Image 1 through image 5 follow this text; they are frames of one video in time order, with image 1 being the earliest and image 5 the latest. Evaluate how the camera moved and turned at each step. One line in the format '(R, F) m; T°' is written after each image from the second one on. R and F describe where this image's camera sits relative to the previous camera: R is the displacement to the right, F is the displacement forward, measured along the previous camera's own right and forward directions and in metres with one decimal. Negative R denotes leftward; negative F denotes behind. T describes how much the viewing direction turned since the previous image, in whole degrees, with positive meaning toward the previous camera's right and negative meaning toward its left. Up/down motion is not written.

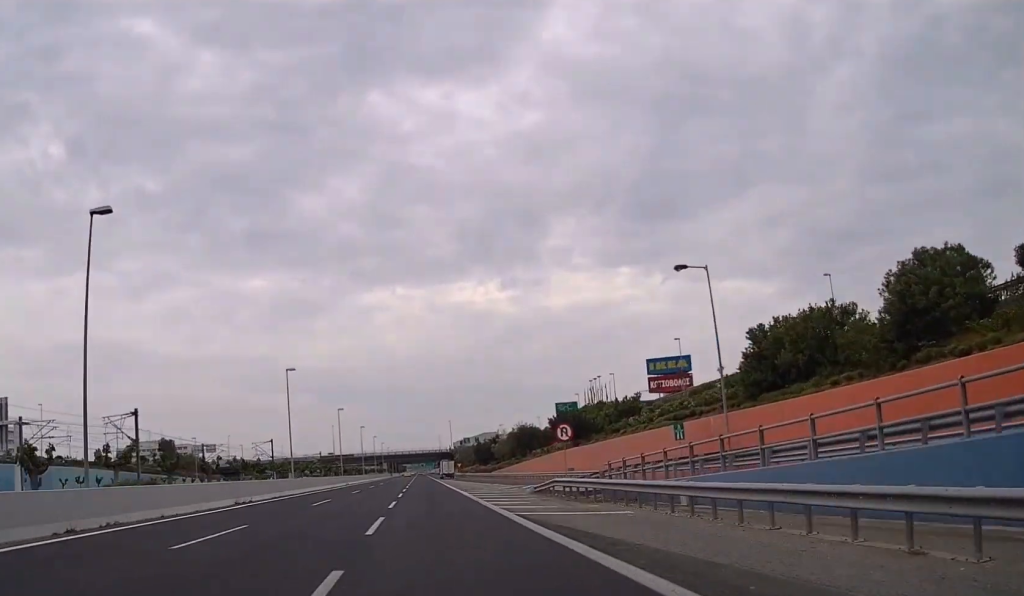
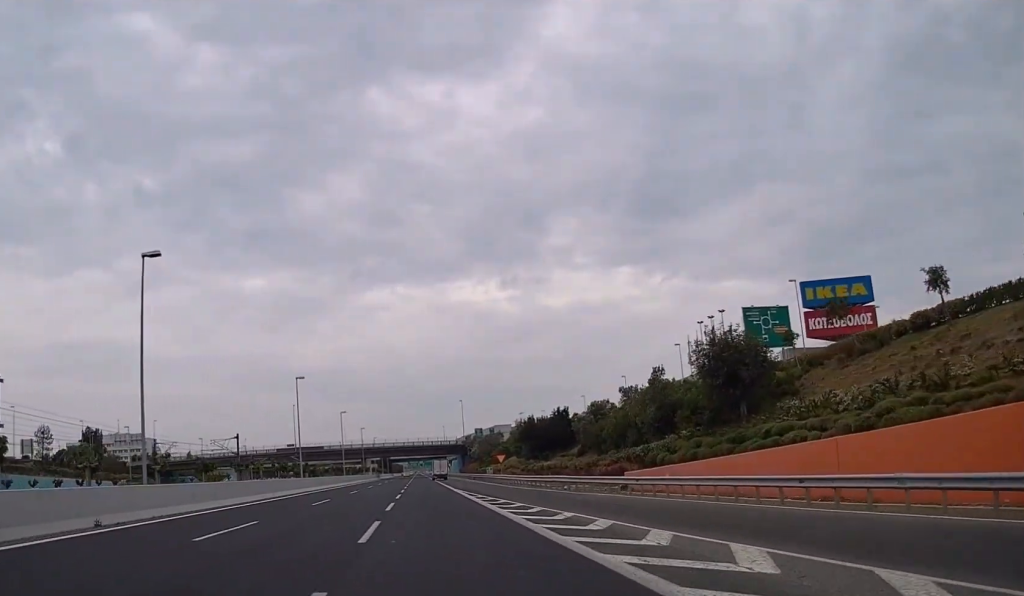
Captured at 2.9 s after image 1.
(+0.3, +74.6) m; 0°
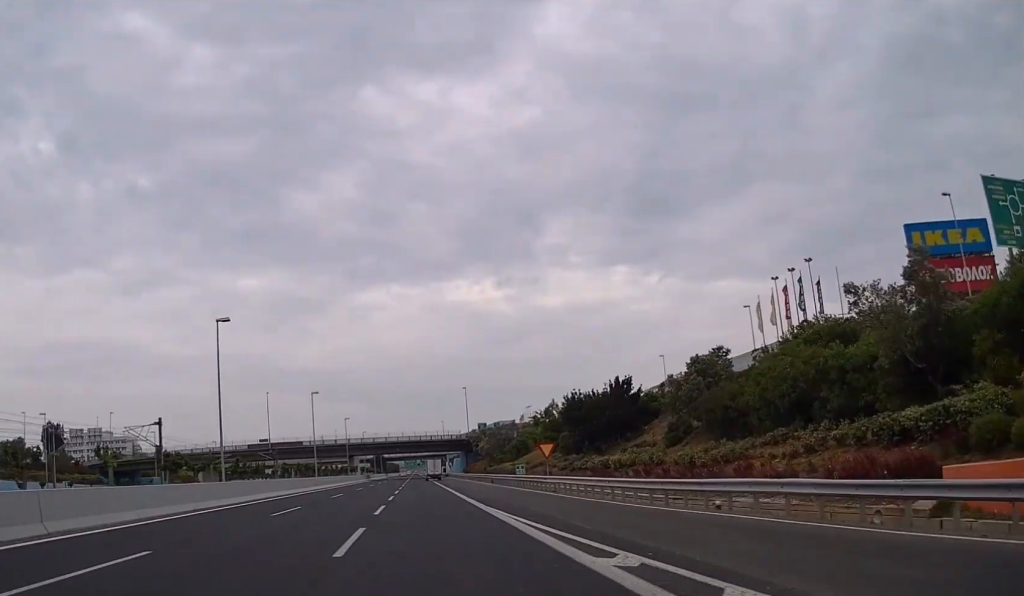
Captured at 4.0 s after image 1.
(+0.1, +26.6) m; 0°
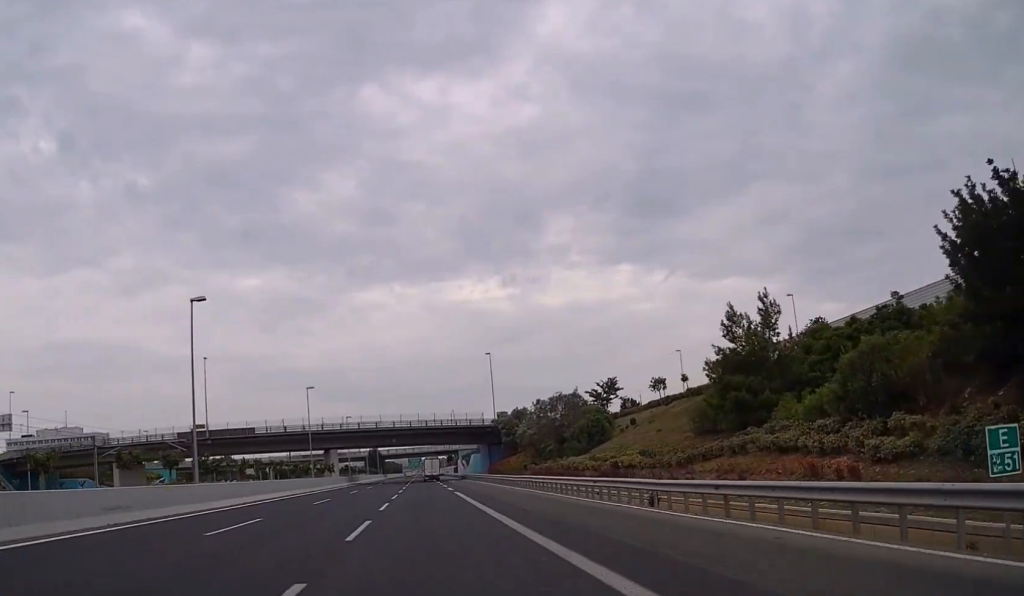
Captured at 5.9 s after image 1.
(0.0, +46.0) m; 0°
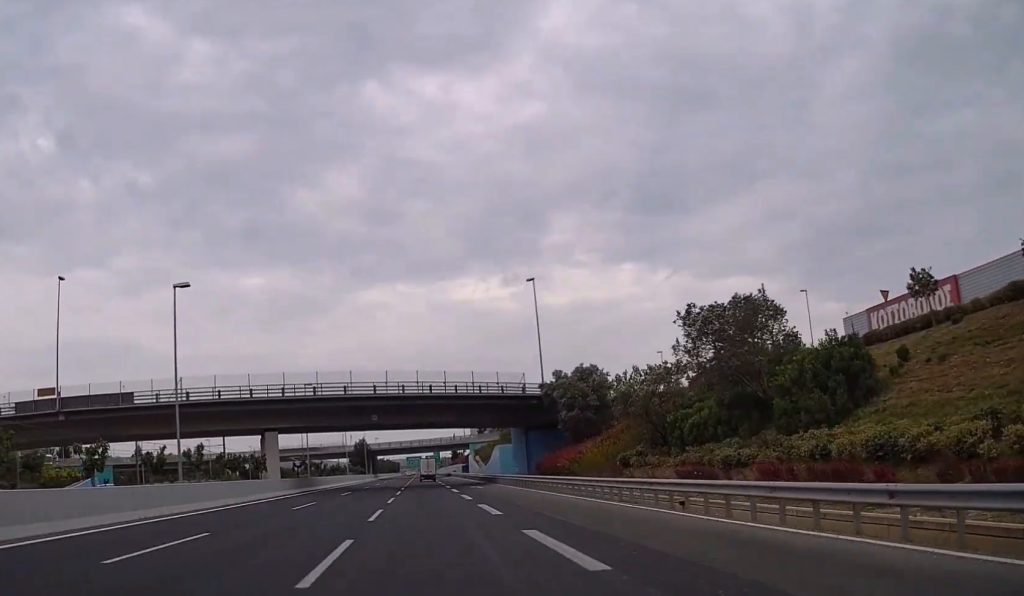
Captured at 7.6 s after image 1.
(0.0, +42.8) m; 0°
